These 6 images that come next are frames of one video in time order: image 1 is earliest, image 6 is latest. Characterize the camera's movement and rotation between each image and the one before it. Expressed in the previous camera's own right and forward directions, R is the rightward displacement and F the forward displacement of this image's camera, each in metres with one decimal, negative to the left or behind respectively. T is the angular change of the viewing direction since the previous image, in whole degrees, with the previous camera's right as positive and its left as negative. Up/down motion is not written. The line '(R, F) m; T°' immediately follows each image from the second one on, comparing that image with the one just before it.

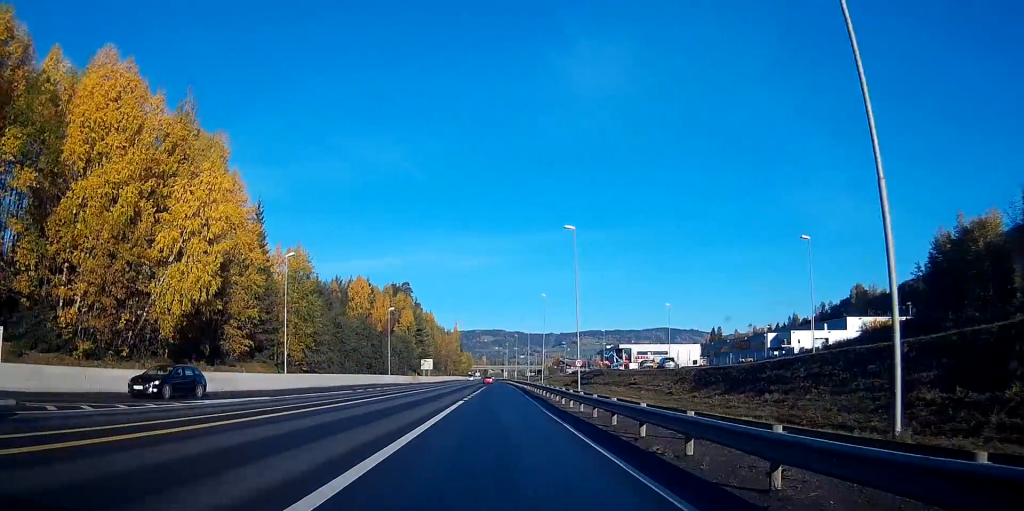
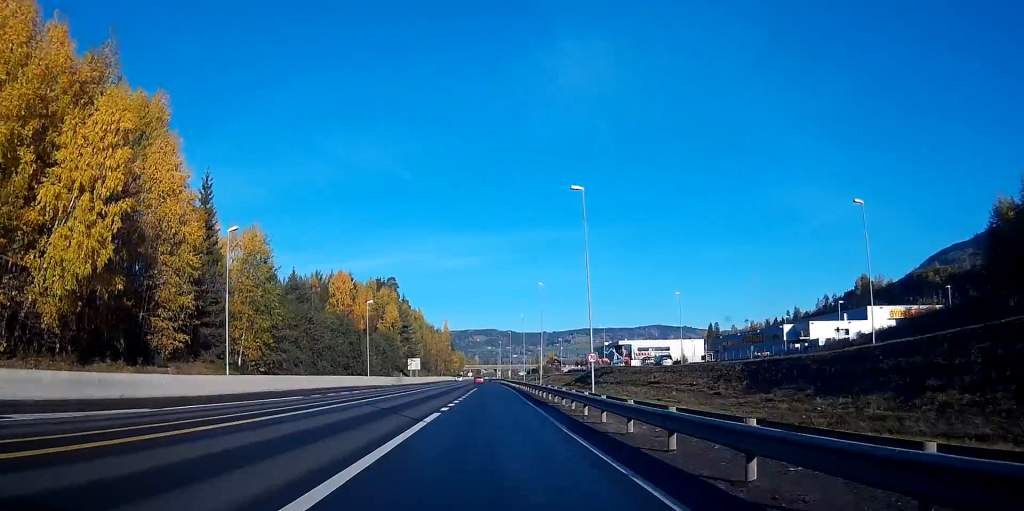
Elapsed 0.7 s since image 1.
(+0.2, +11.3) m; +1°
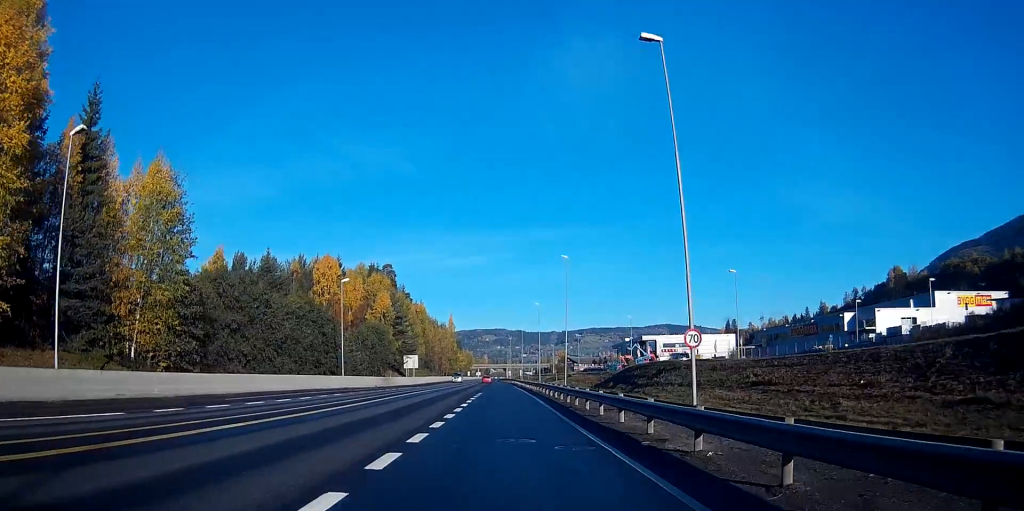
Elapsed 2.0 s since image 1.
(0.0, +20.5) m; -1°
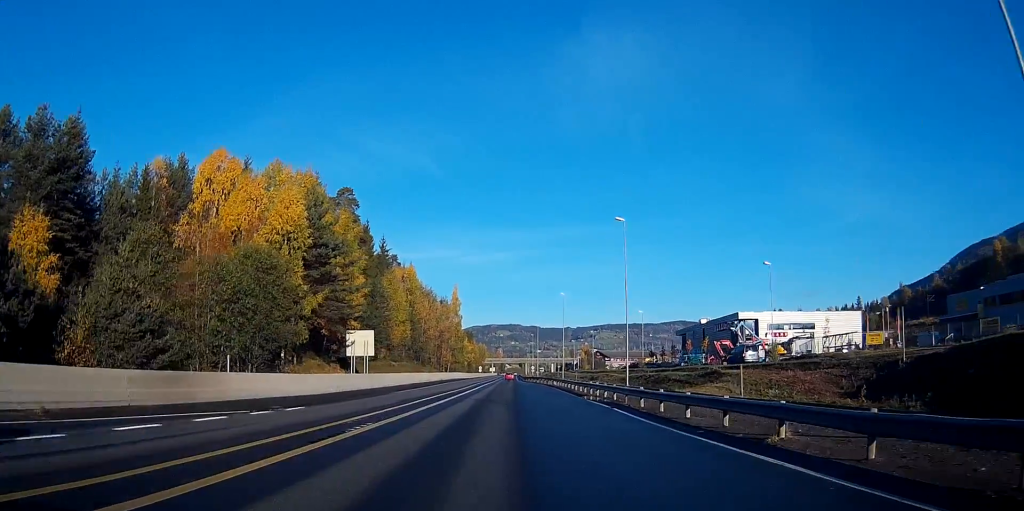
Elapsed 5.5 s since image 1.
(-2.2, +60.2) m; -2°
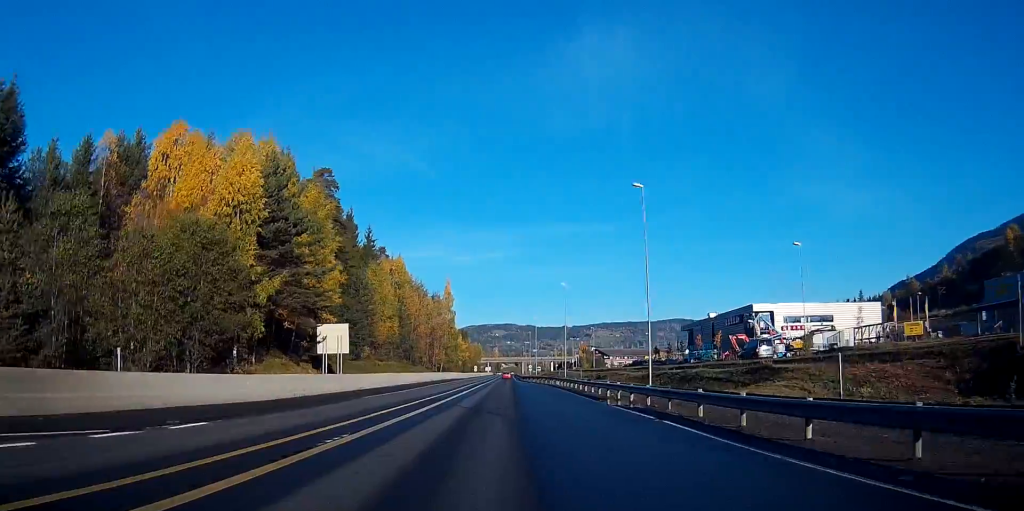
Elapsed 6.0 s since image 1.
(+0.1, +8.9) m; +1°
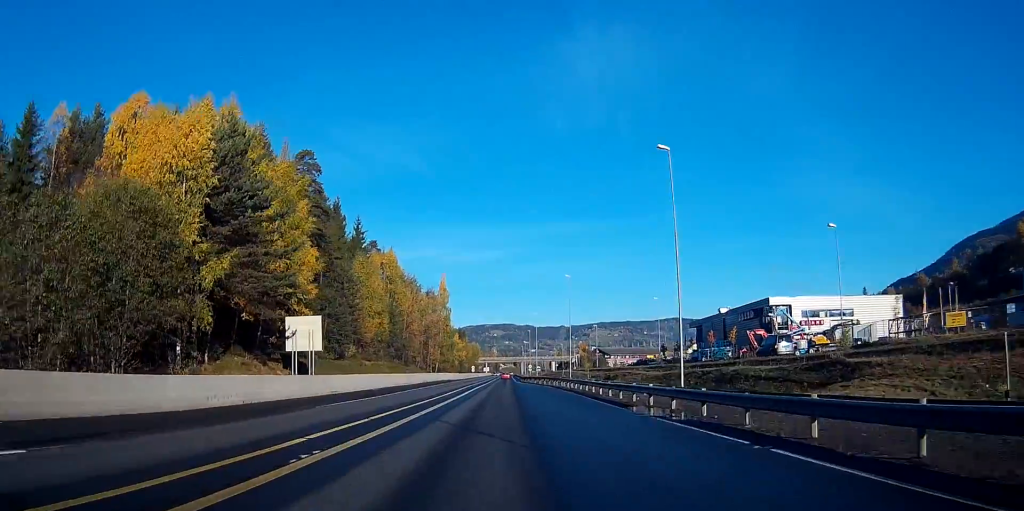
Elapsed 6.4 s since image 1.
(0.0, +7.8) m; 0°
